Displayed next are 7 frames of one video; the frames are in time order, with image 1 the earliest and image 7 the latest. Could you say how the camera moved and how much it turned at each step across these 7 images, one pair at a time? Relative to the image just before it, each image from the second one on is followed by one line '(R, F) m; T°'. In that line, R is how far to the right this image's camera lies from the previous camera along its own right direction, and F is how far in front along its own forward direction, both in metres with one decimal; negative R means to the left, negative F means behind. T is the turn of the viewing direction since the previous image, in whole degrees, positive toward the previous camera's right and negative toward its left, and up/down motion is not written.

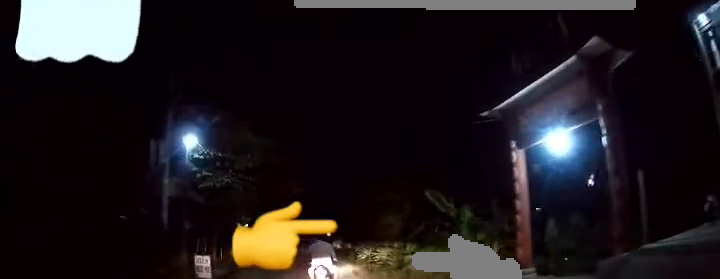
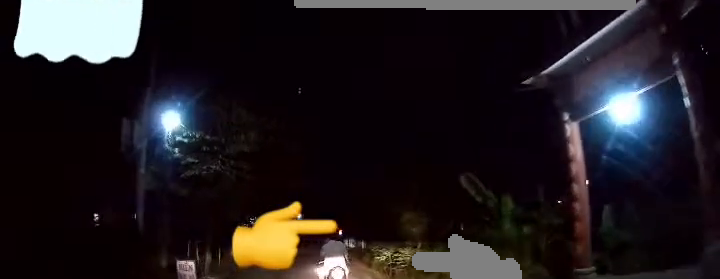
(-0.1, +2.3) m; -3°
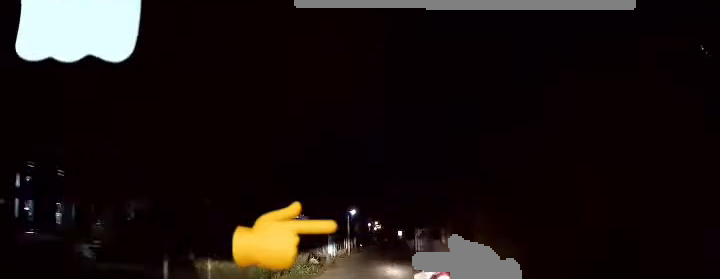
(-0.6, +10.2) m; -3°
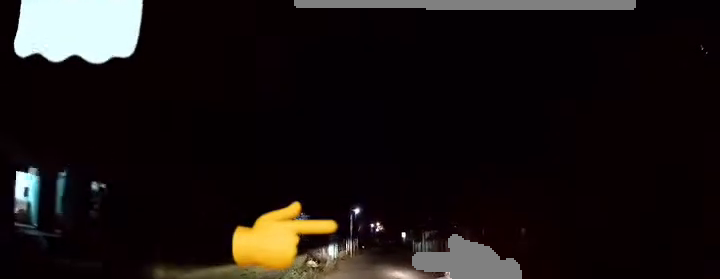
(0.0, +2.4) m; +1°
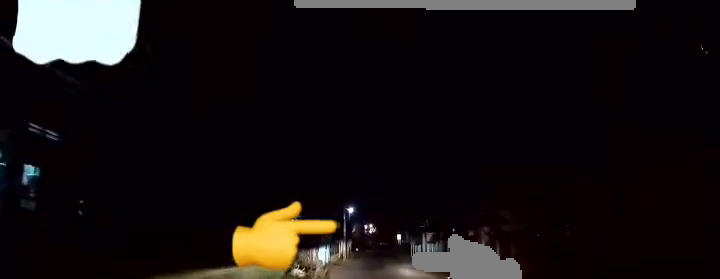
(+0.1, +3.3) m; +2°
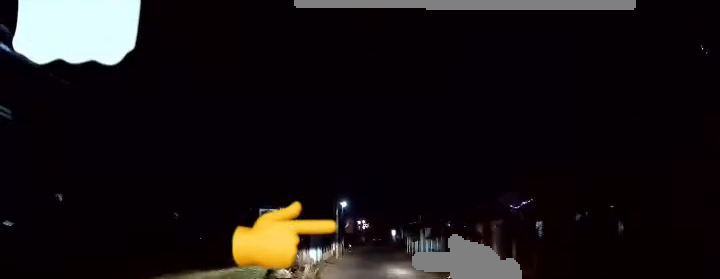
(0.0, +1.9) m; +1°
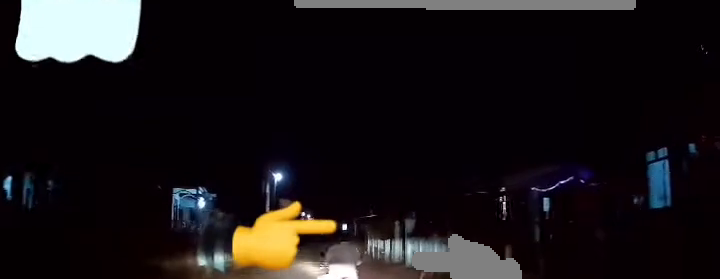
(+0.5, +10.4) m; +5°
